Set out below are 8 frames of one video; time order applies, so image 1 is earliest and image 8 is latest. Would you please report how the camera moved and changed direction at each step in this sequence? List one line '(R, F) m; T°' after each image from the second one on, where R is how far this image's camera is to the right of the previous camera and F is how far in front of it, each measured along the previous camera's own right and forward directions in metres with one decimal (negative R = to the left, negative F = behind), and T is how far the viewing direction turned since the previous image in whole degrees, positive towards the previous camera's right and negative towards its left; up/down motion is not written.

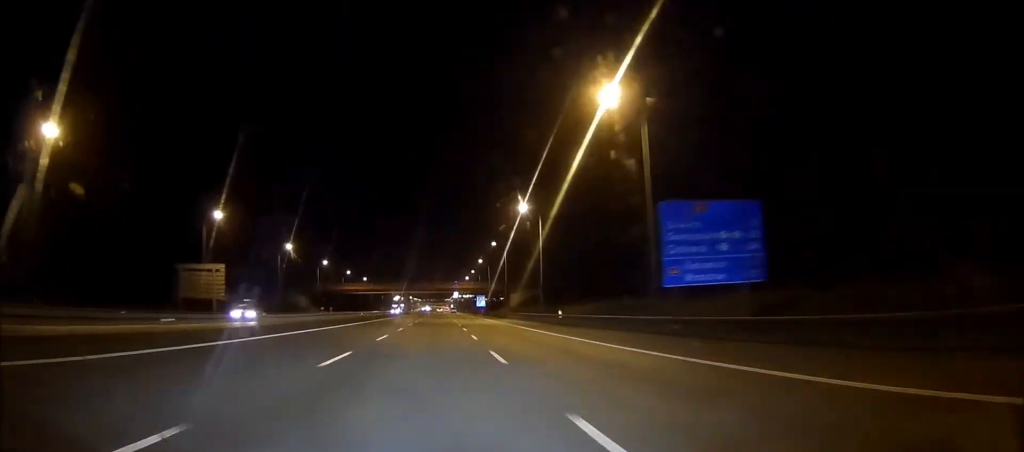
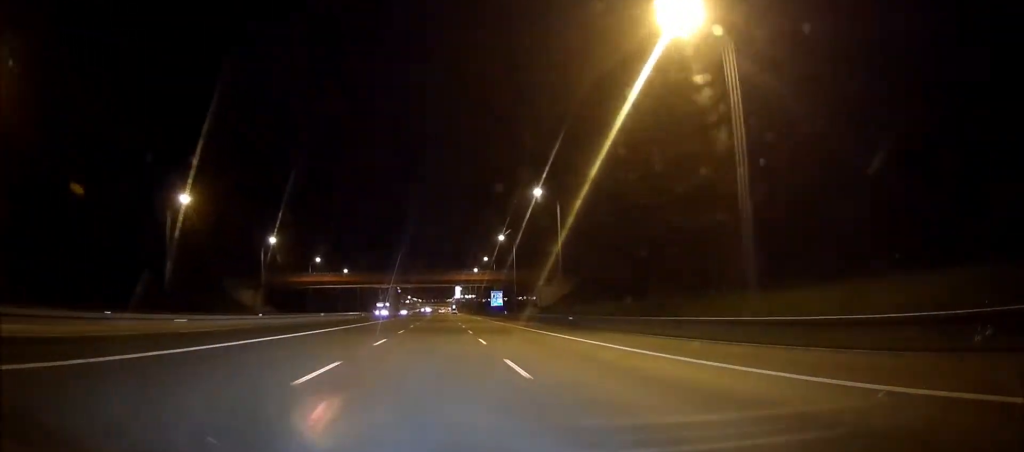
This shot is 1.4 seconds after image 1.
(0.0, +52.1) m; 0°
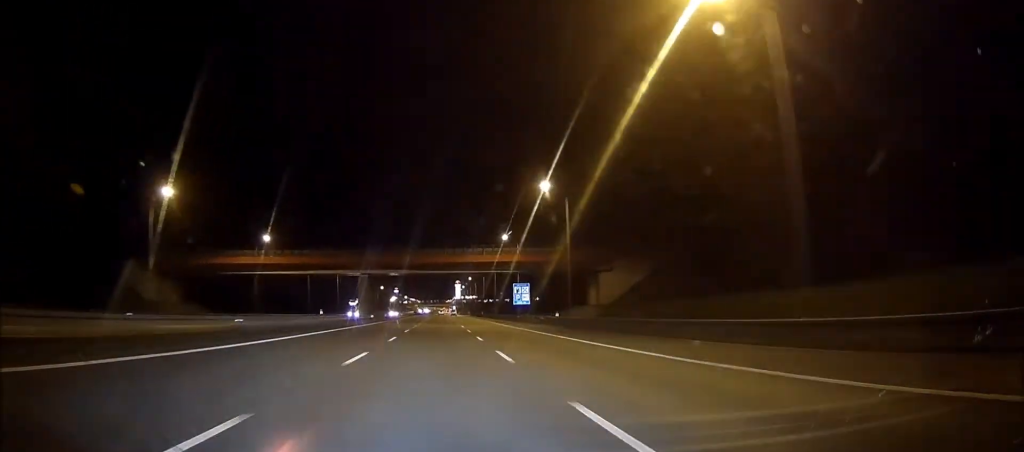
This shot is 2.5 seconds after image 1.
(+0.2, +43.8) m; 0°
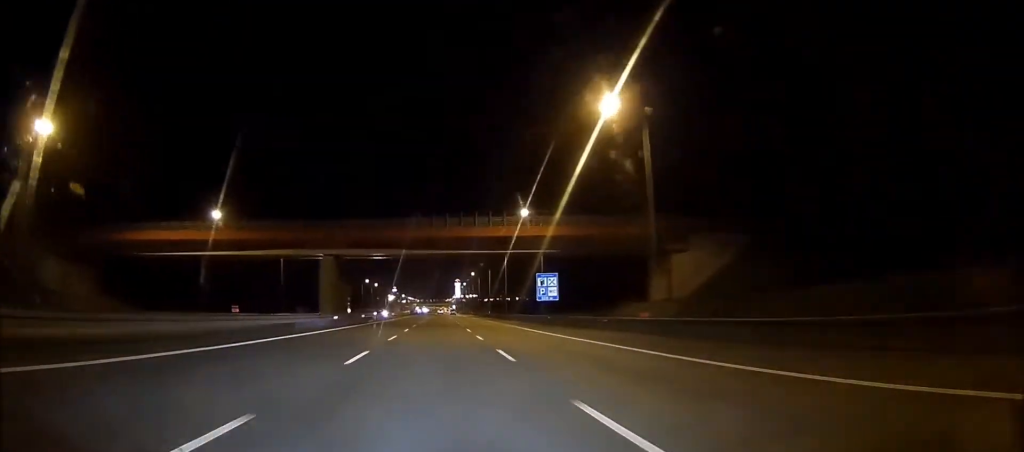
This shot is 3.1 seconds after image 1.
(+0.1, +24.7) m; 0°
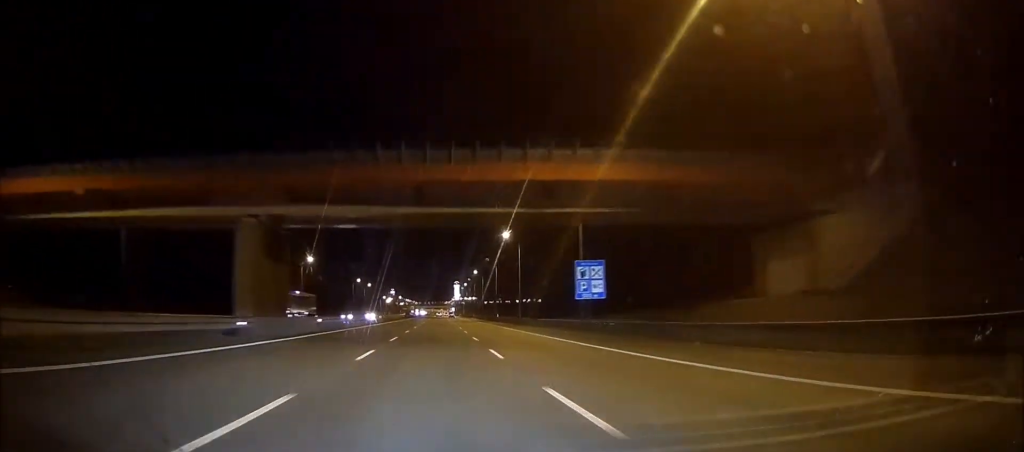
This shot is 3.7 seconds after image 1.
(0.0, +22.1) m; 0°
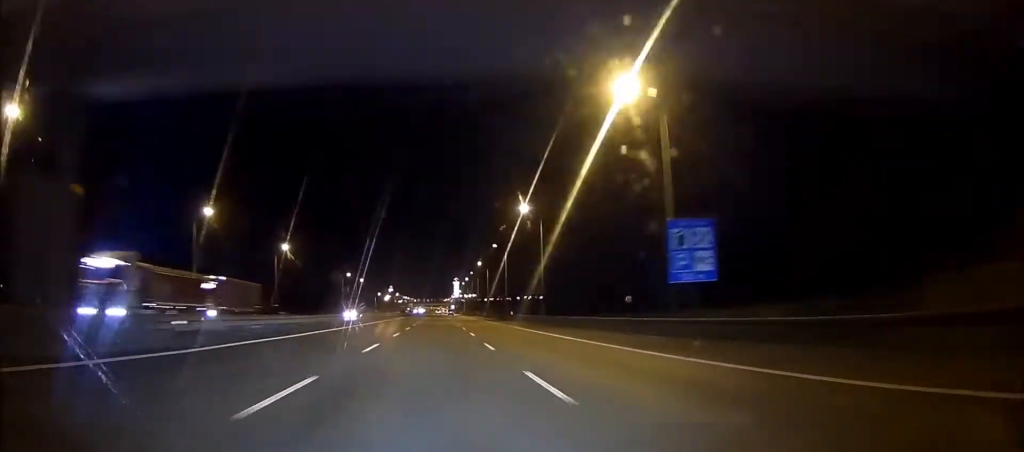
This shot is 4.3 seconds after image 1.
(0.0, +22.2) m; 0°
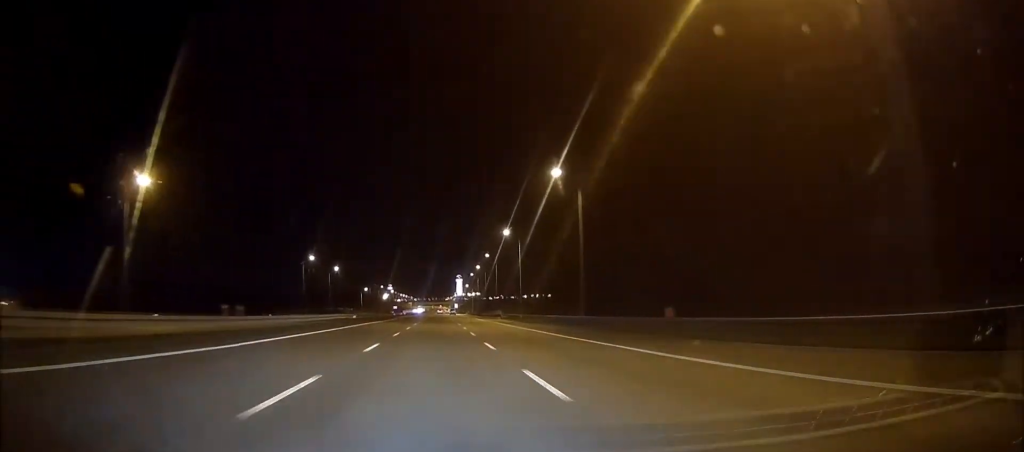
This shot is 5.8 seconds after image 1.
(-0.1, +60.1) m; 0°
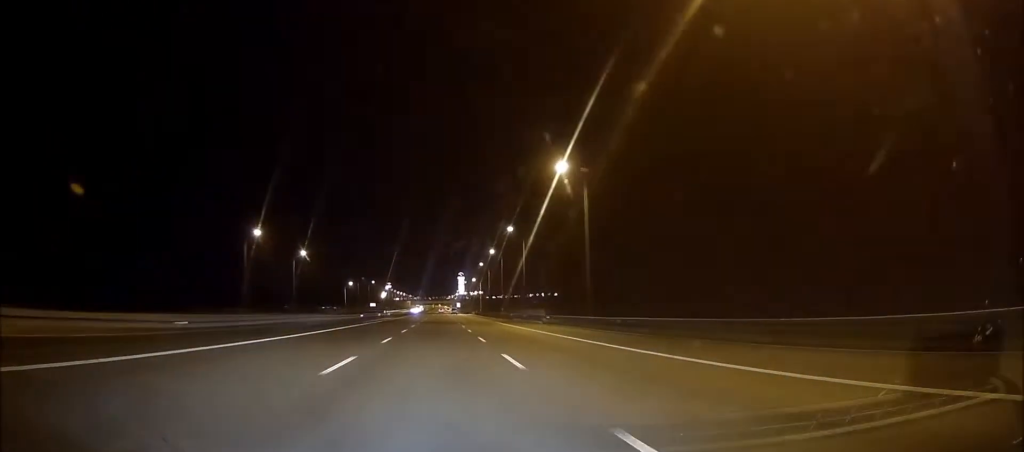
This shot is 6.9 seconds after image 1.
(+0.1, +43.1) m; 0°
